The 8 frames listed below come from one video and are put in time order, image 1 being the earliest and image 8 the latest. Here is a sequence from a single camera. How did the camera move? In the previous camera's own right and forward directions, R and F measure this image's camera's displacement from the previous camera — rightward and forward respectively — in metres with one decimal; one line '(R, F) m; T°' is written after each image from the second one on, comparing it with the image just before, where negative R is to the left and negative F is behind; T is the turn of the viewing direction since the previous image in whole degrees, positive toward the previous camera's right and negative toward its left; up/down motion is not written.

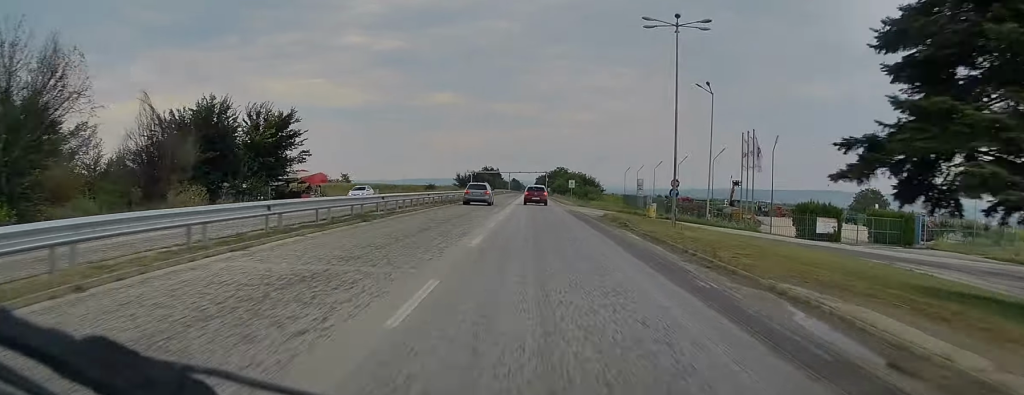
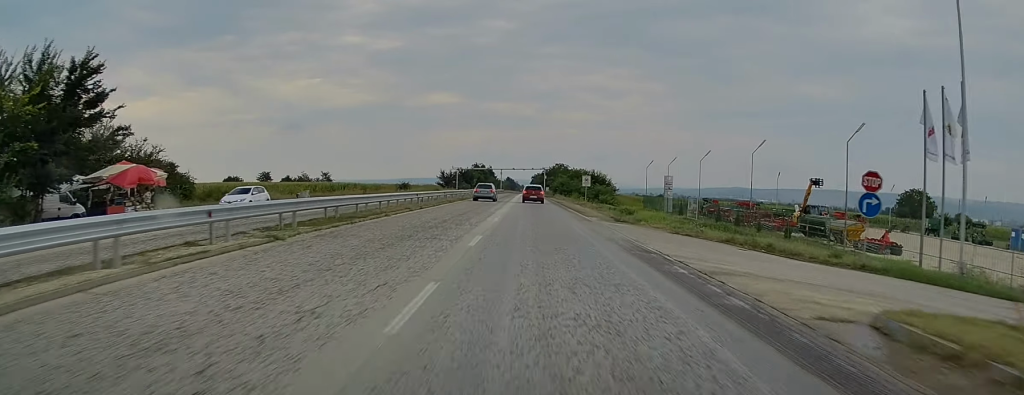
(-0.1, +27.1) m; 0°
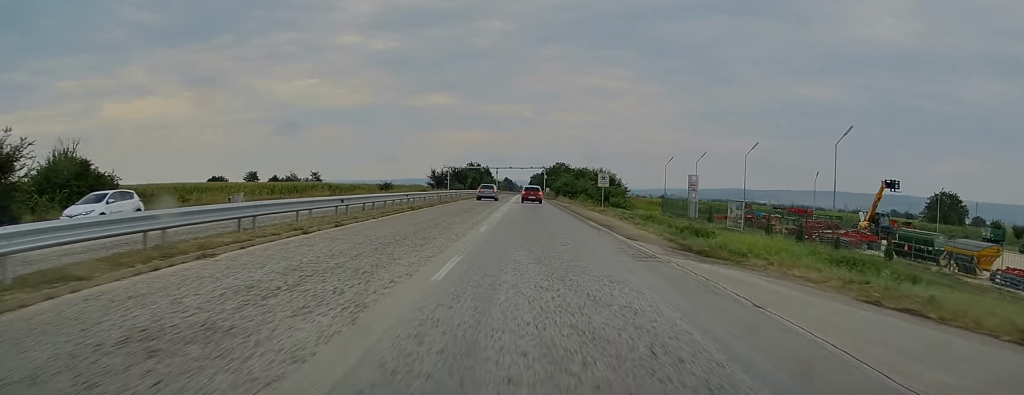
(0.0, +14.3) m; 0°
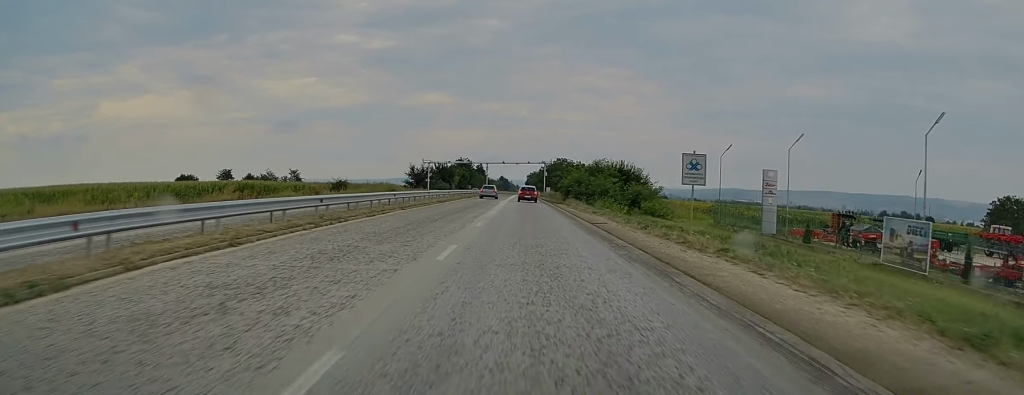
(0.0, +25.2) m; 0°
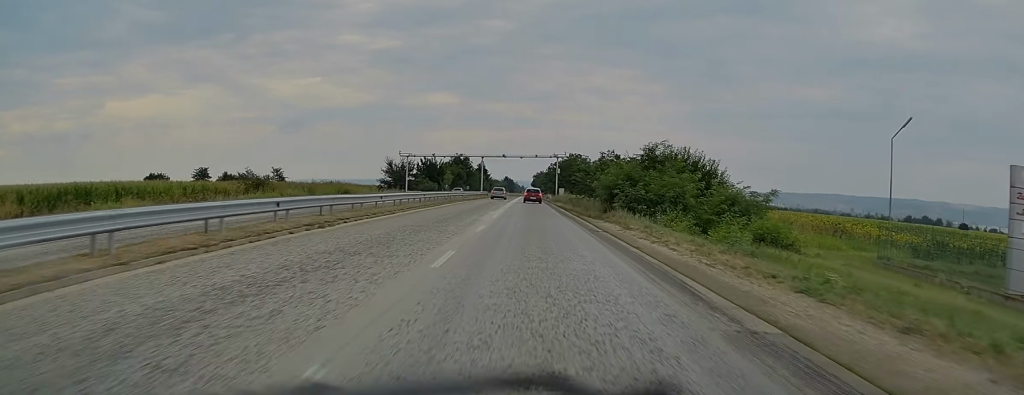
(0.0, +27.8) m; 0°
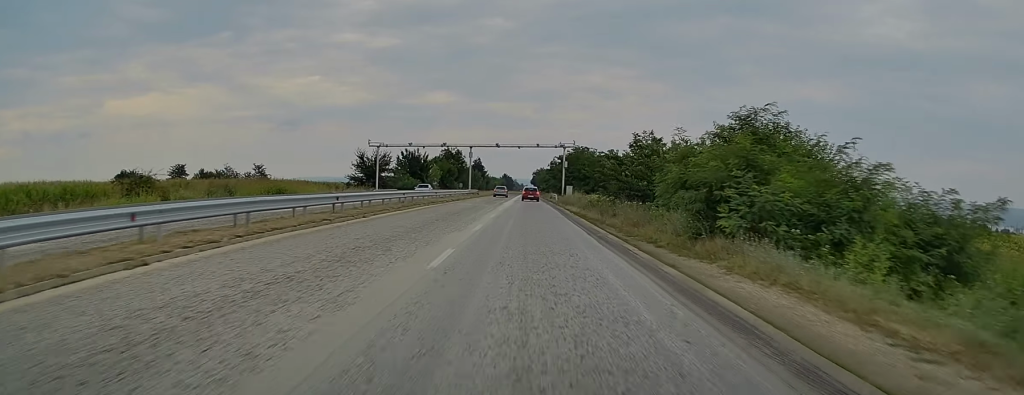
(0.0, +18.4) m; -1°
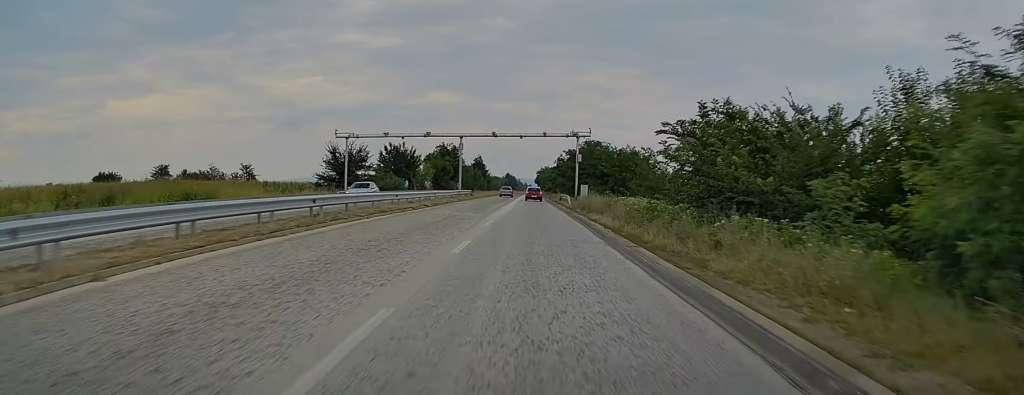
(-0.2, +14.8) m; 0°
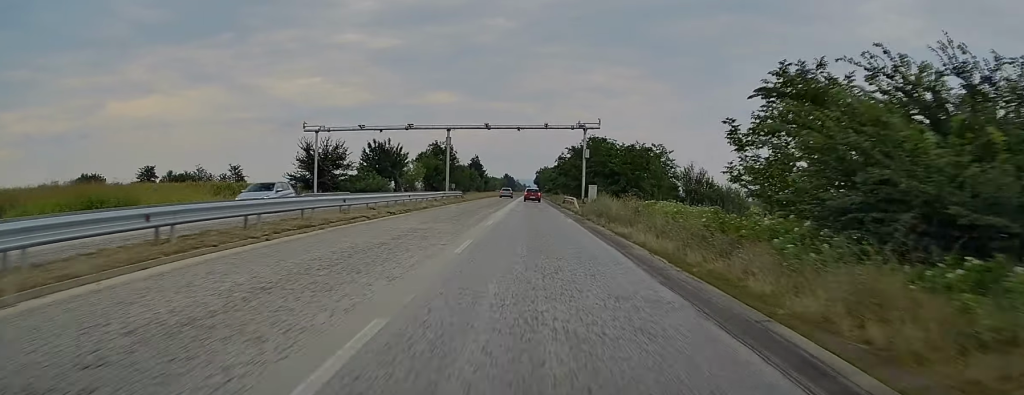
(0.0, +8.7) m; 0°
